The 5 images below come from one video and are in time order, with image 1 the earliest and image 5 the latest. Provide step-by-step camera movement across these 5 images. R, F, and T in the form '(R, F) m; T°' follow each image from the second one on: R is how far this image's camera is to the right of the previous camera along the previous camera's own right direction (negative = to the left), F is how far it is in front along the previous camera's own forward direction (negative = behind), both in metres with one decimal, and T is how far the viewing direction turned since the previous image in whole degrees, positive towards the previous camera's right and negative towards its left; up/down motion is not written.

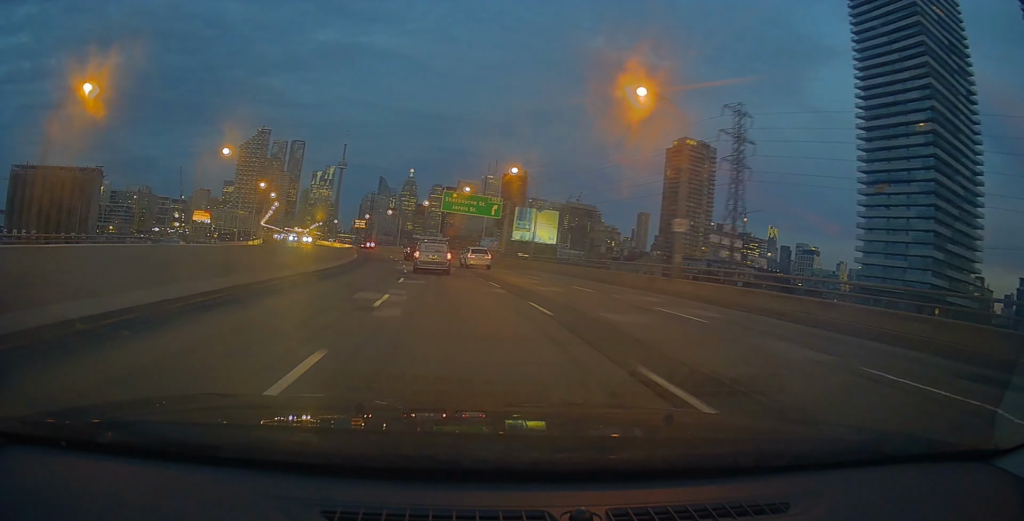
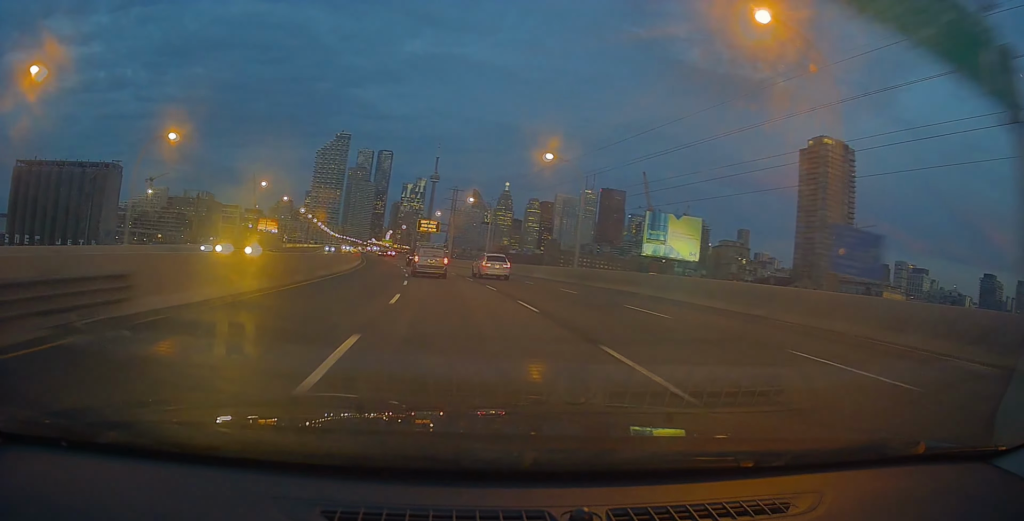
(-5.5, +60.5) m; -10°
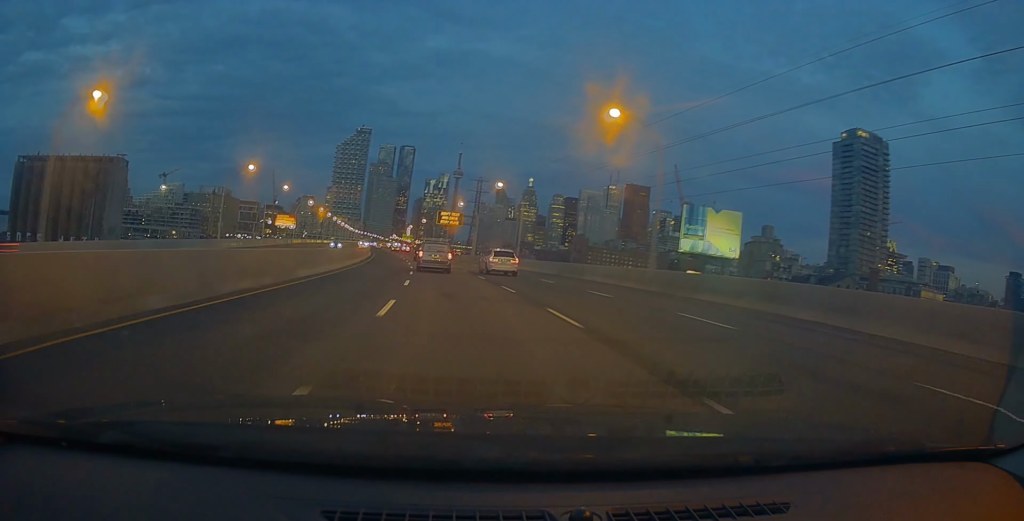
(-0.1, +12.6) m; -3°
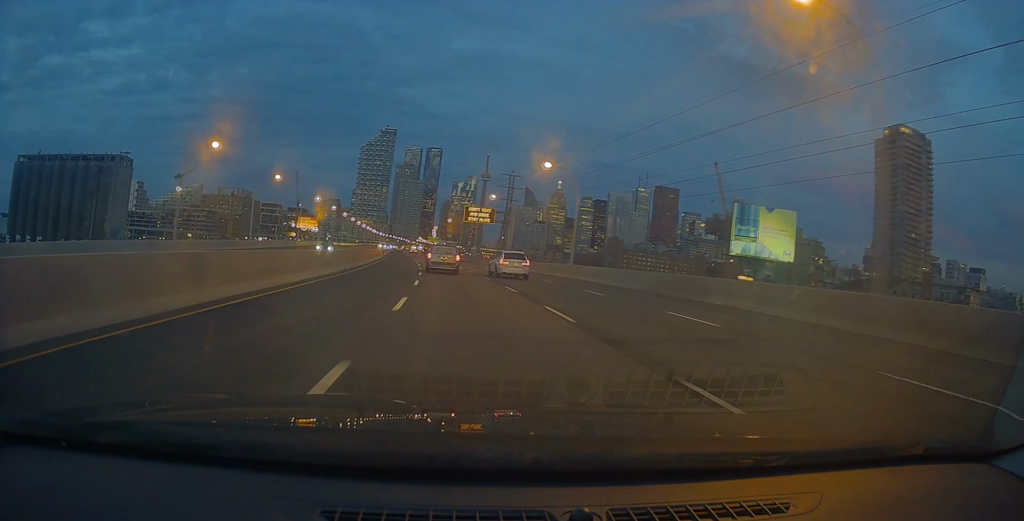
(-0.8, +16.4) m; -2°
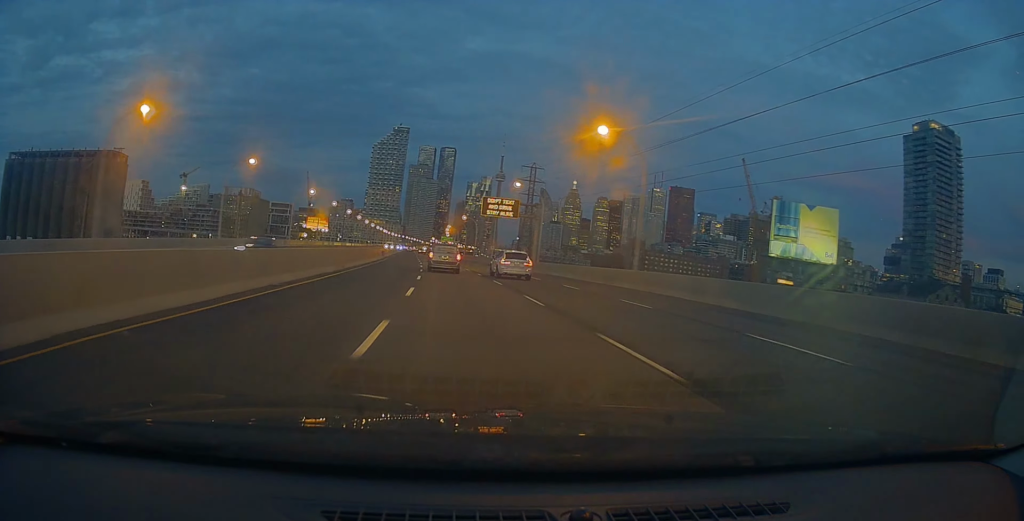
(-0.2, +14.1) m; -2°
